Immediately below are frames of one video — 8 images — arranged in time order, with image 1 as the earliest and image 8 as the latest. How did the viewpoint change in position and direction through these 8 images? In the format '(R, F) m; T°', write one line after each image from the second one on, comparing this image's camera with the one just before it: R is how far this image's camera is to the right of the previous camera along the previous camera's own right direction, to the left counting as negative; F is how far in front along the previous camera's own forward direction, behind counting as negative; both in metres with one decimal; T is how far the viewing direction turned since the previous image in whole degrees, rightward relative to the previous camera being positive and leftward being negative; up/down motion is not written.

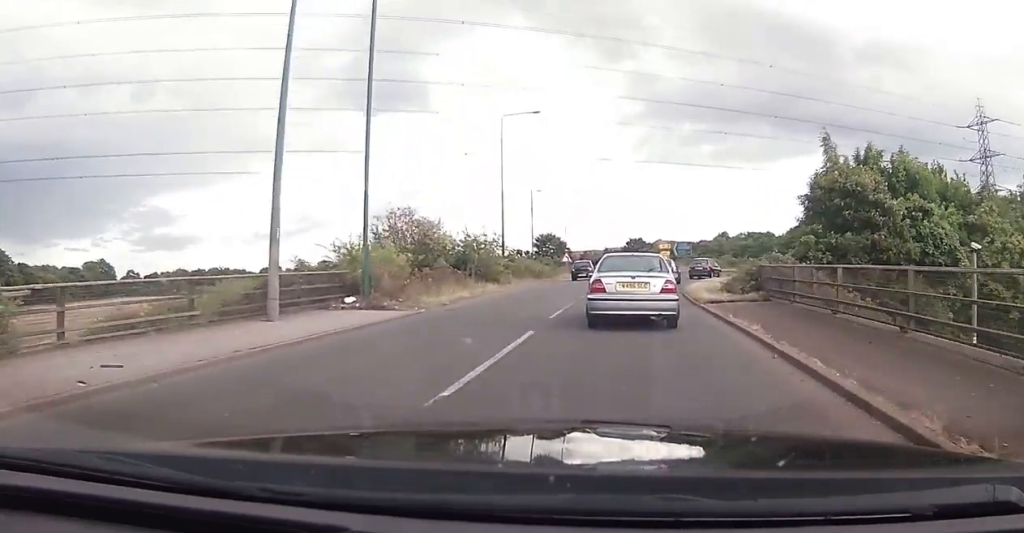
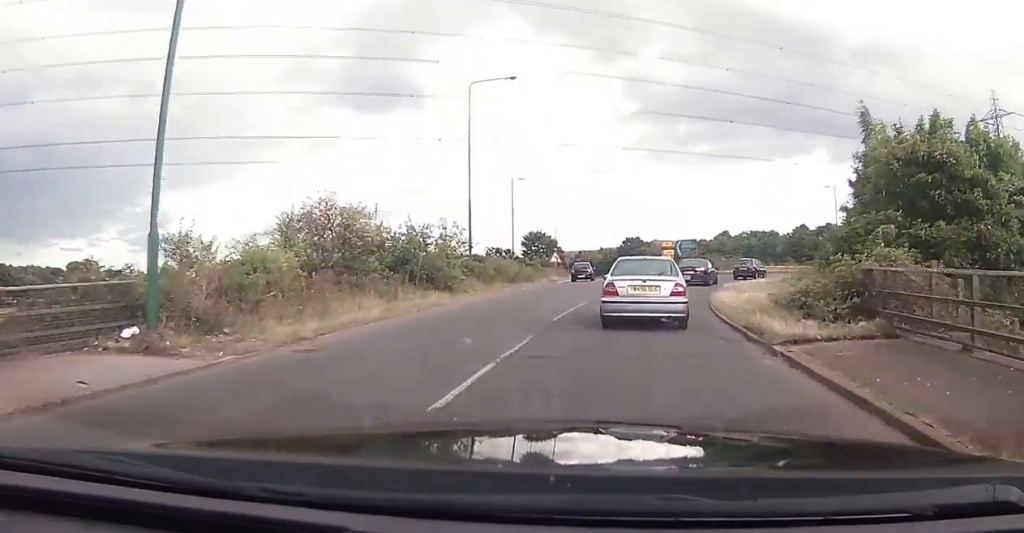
(0.0, +9.6) m; 0°
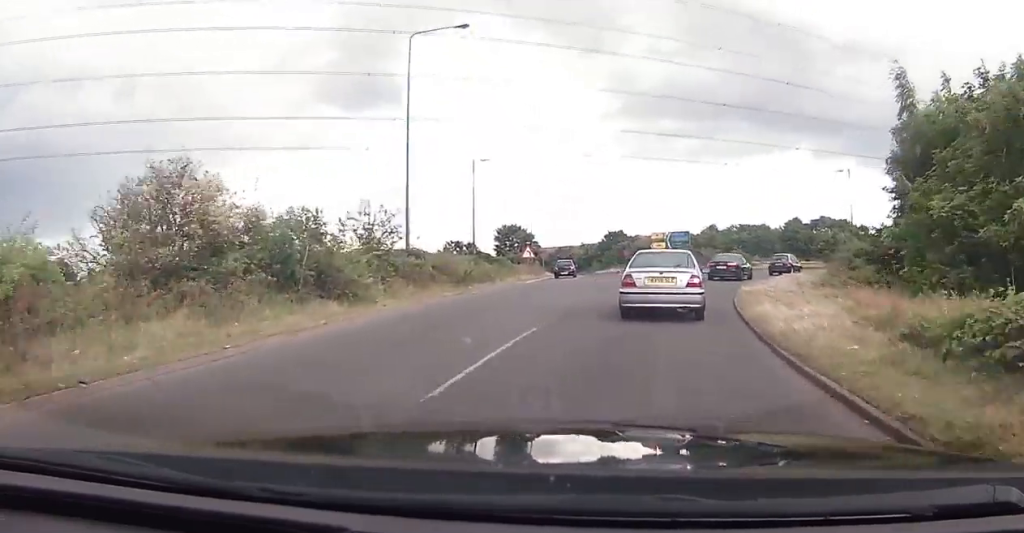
(-0.3, +8.7) m; 0°
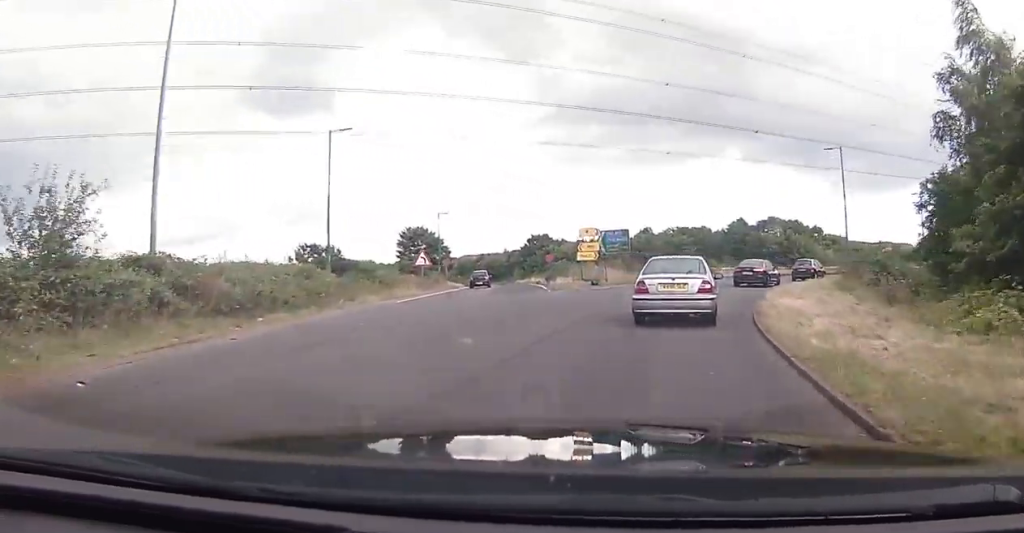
(+0.5, +13.6) m; +7°
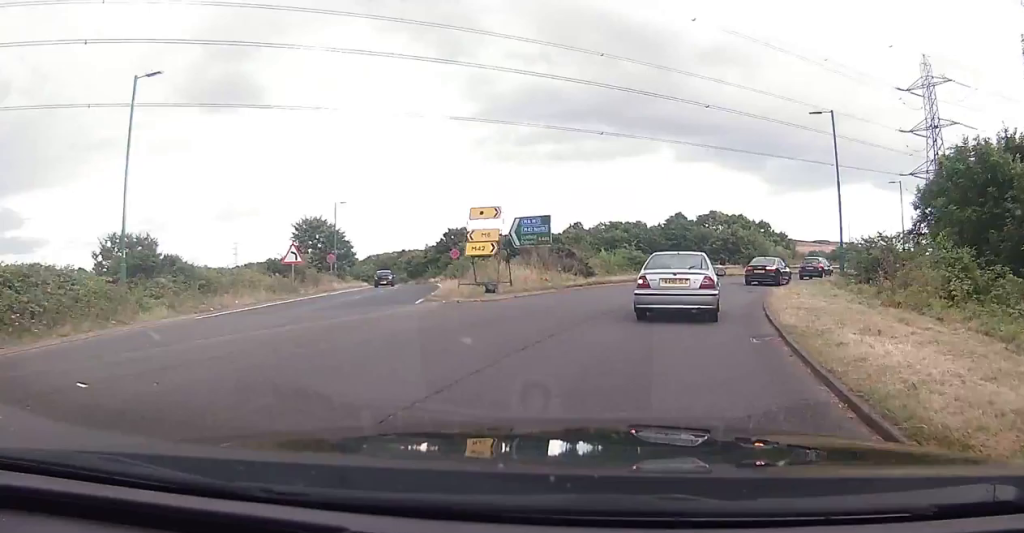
(+0.8, +10.5) m; +6°
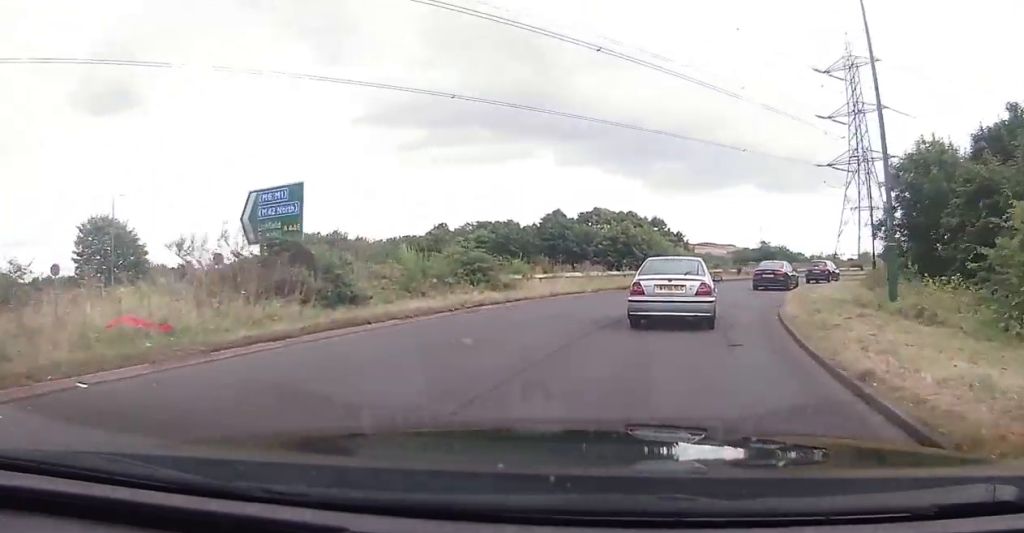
(+1.3, +17.0) m; +9°
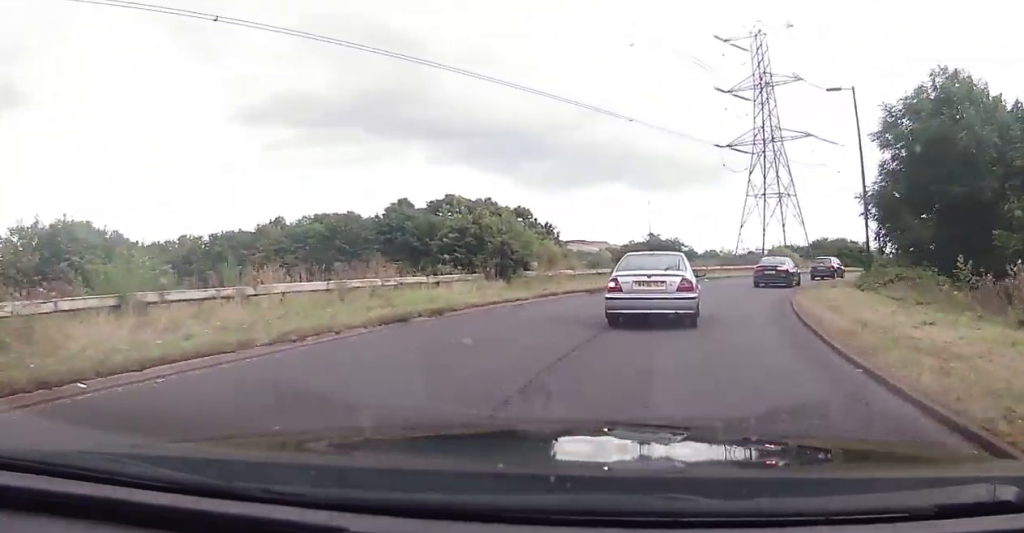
(+1.1, +17.2) m; +11°
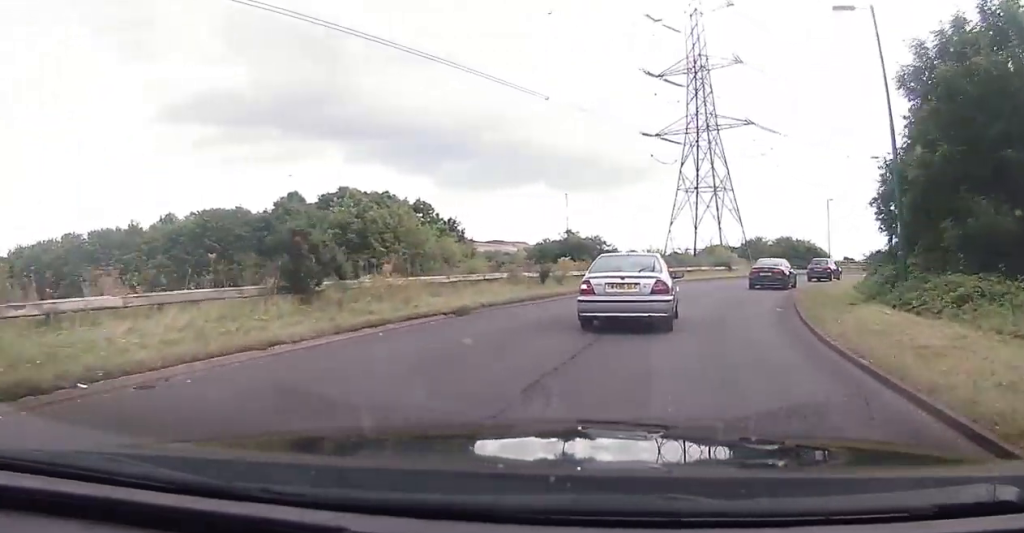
(+1.1, +9.9) m; +8°
